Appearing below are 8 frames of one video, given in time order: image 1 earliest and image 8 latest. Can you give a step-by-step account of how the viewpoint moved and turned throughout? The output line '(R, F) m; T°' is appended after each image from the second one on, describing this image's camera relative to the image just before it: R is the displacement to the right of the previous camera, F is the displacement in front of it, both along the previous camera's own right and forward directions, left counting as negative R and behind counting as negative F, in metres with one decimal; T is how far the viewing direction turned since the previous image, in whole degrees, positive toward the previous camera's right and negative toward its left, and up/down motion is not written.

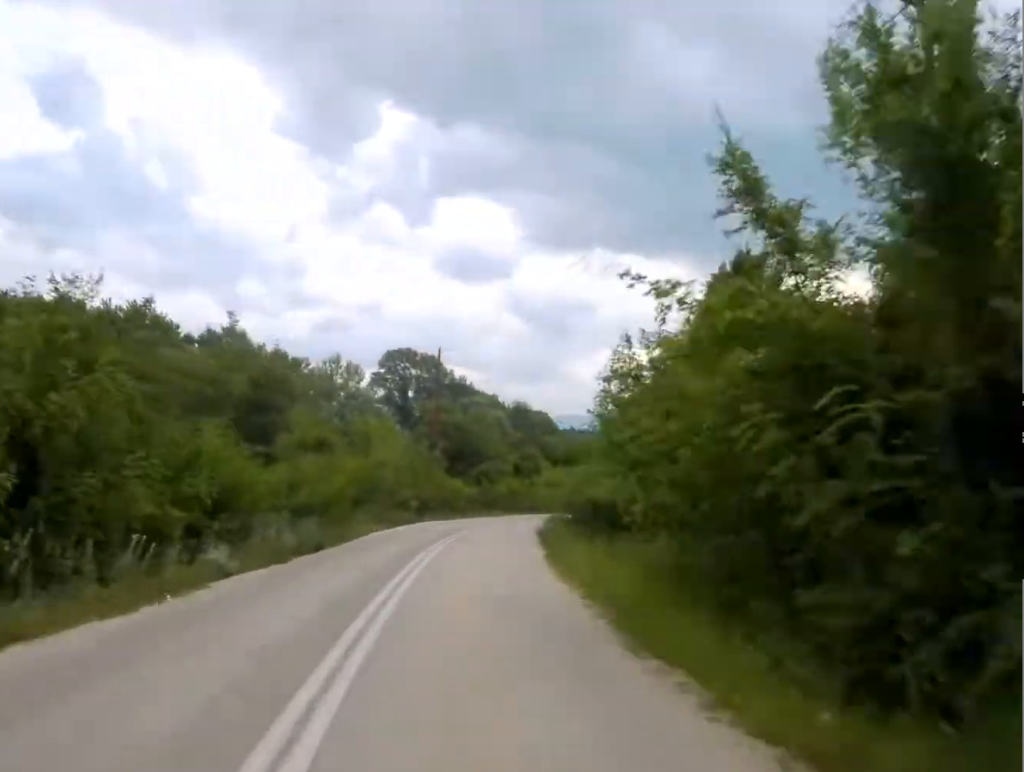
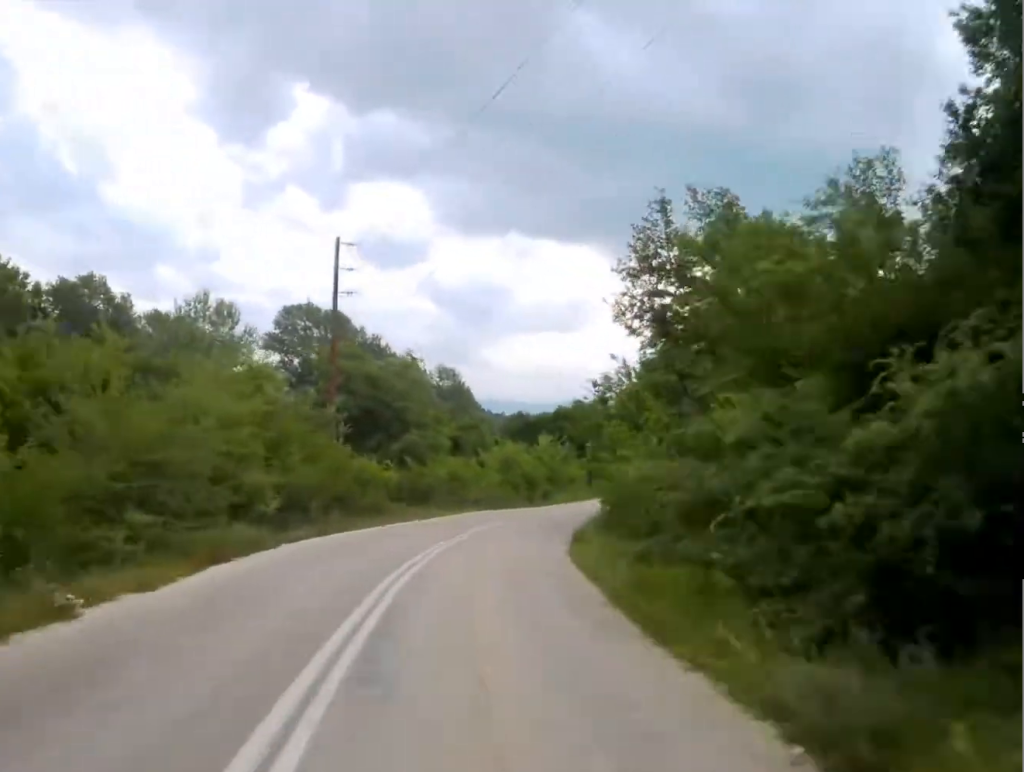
(+0.8, +23.1) m; +5°
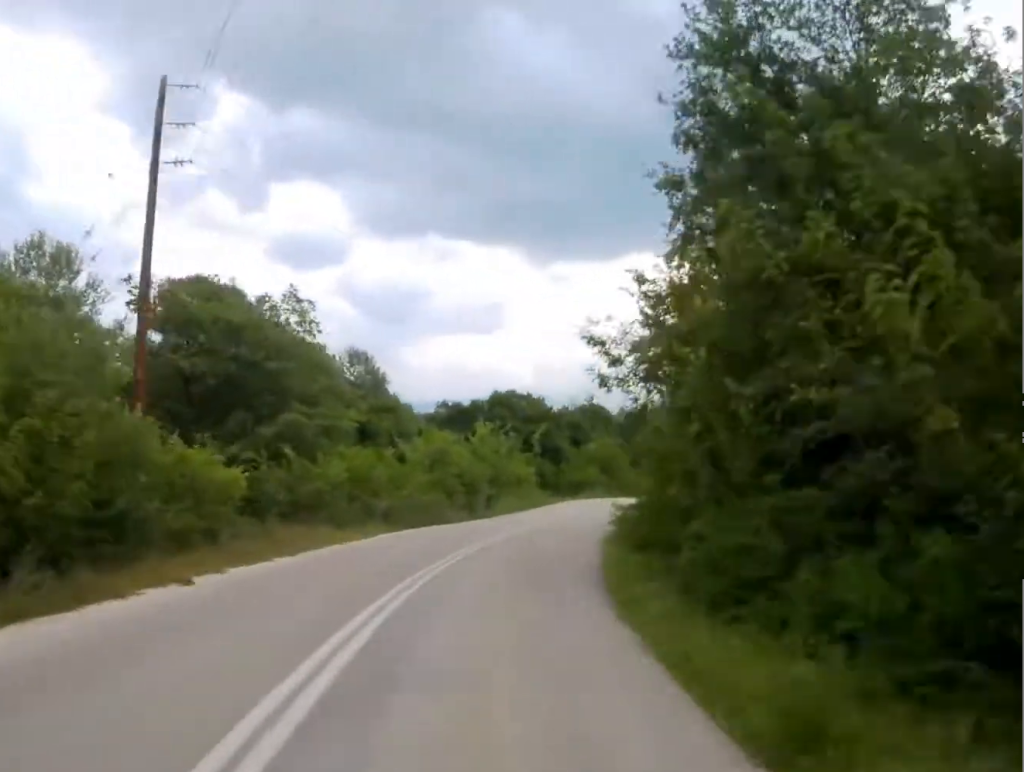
(-0.1, +15.4) m; +5°
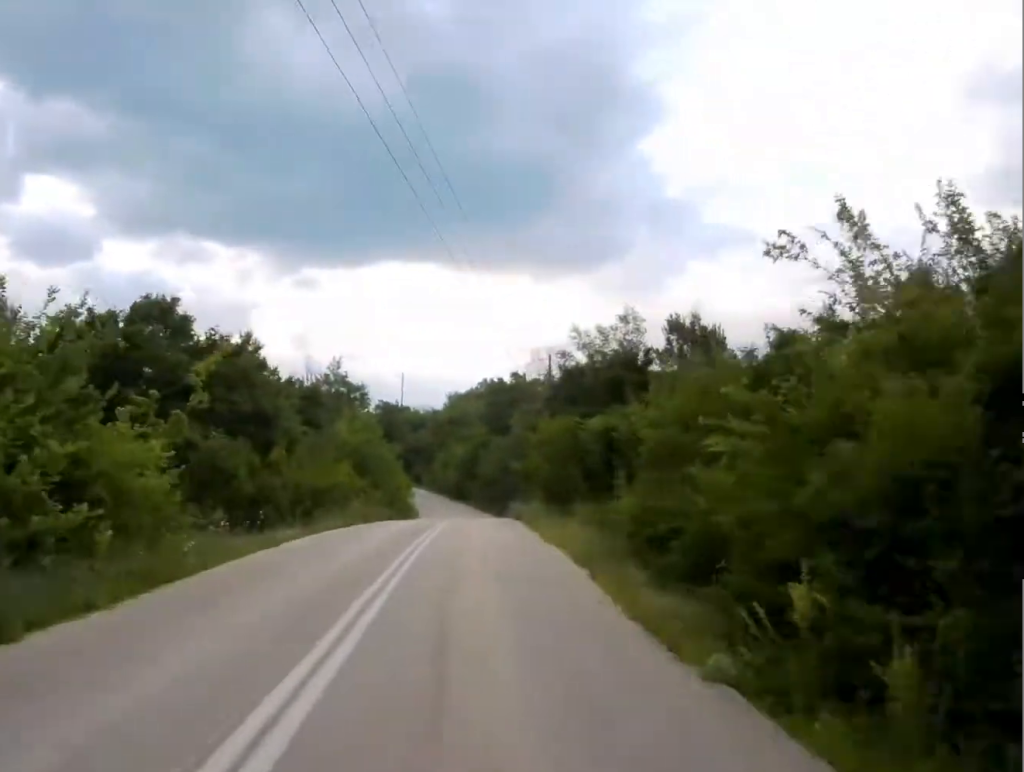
(+4.8, +36.1) m; +13°
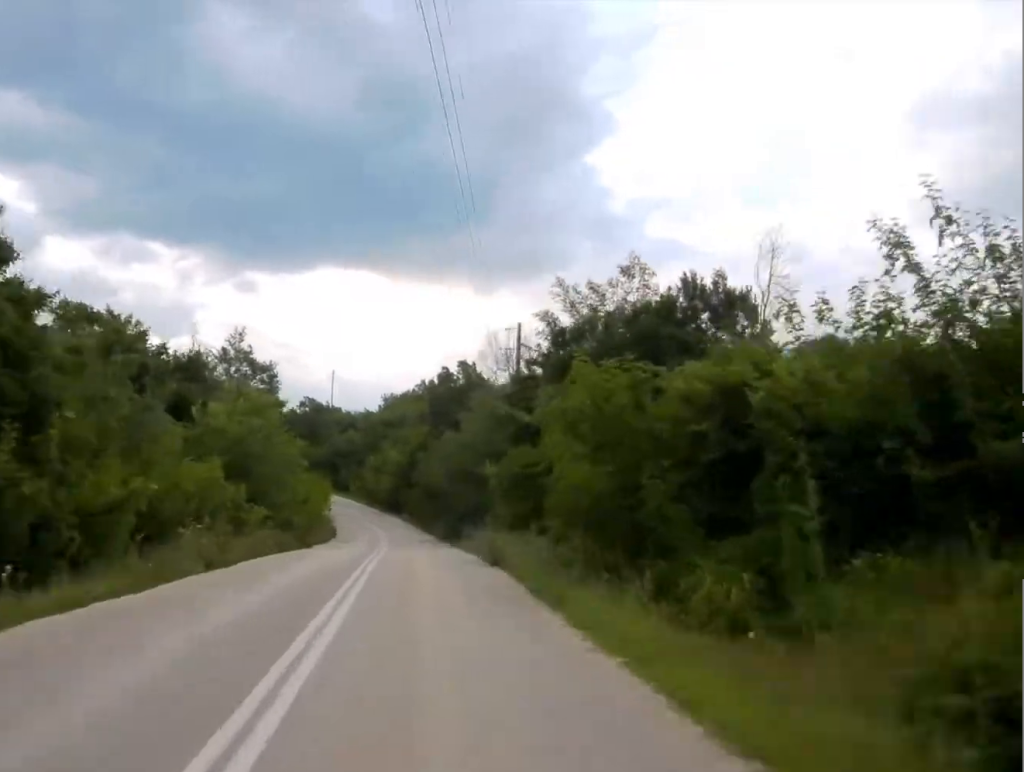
(+0.9, +16.9) m; +4°
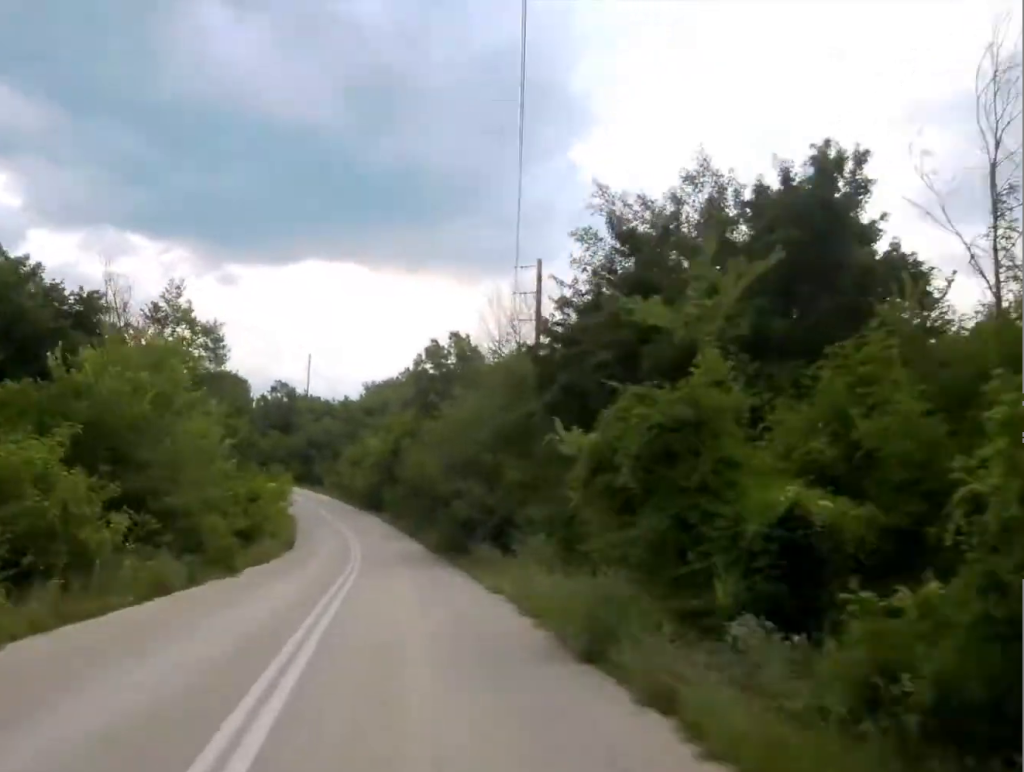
(+0.3, +12.5) m; +1°
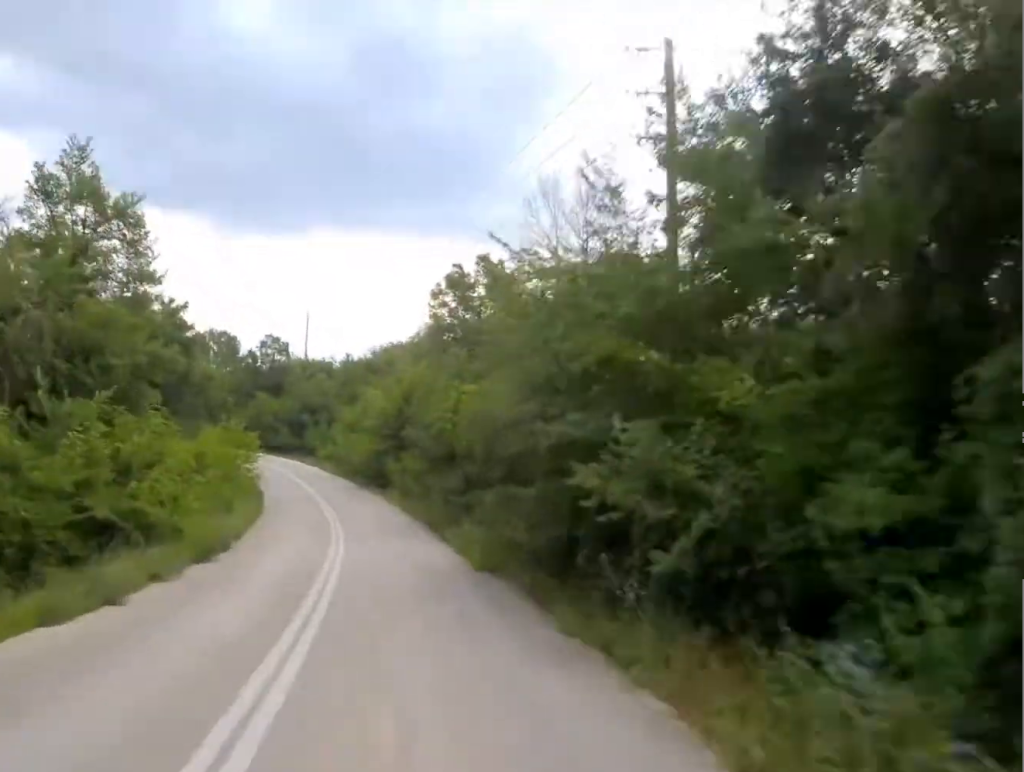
(+0.5, +16.1) m; 0°
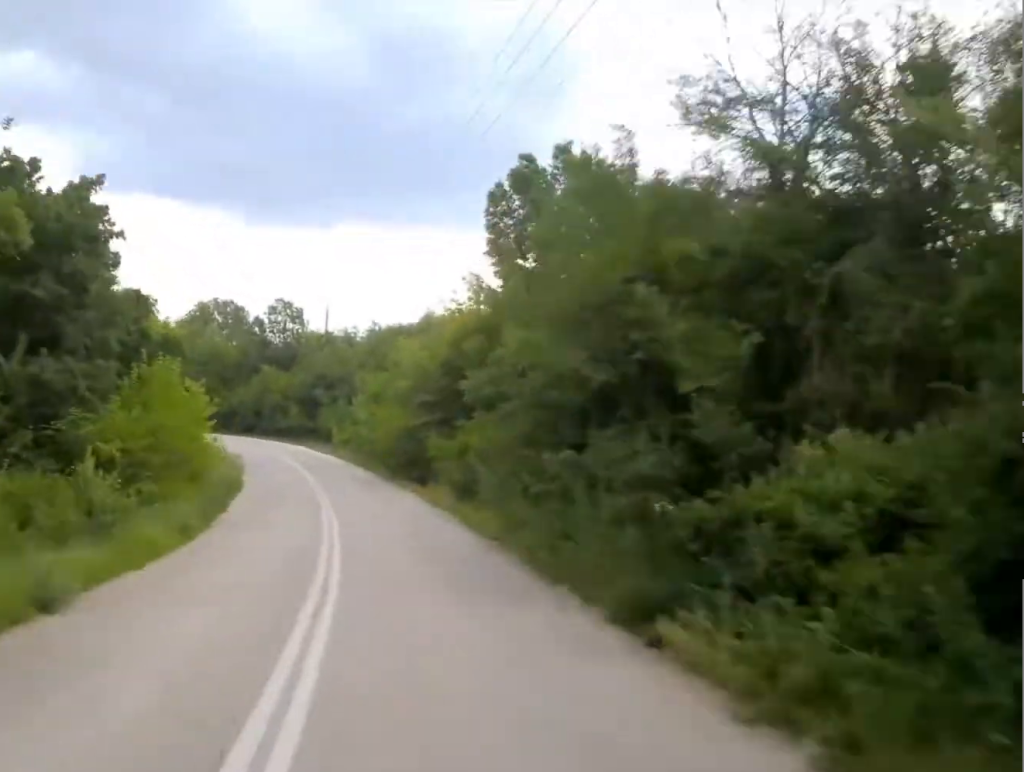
(-0.4, +16.1) m; -2°
